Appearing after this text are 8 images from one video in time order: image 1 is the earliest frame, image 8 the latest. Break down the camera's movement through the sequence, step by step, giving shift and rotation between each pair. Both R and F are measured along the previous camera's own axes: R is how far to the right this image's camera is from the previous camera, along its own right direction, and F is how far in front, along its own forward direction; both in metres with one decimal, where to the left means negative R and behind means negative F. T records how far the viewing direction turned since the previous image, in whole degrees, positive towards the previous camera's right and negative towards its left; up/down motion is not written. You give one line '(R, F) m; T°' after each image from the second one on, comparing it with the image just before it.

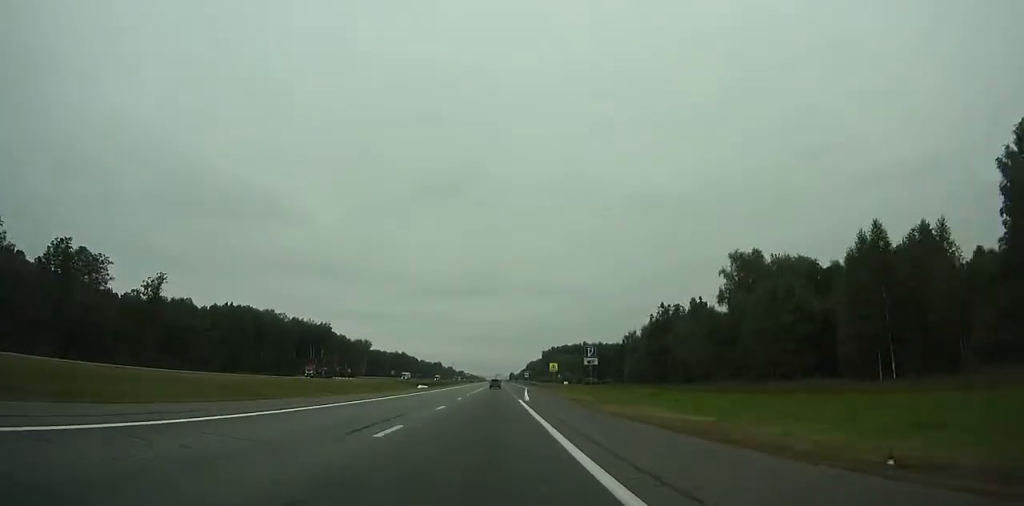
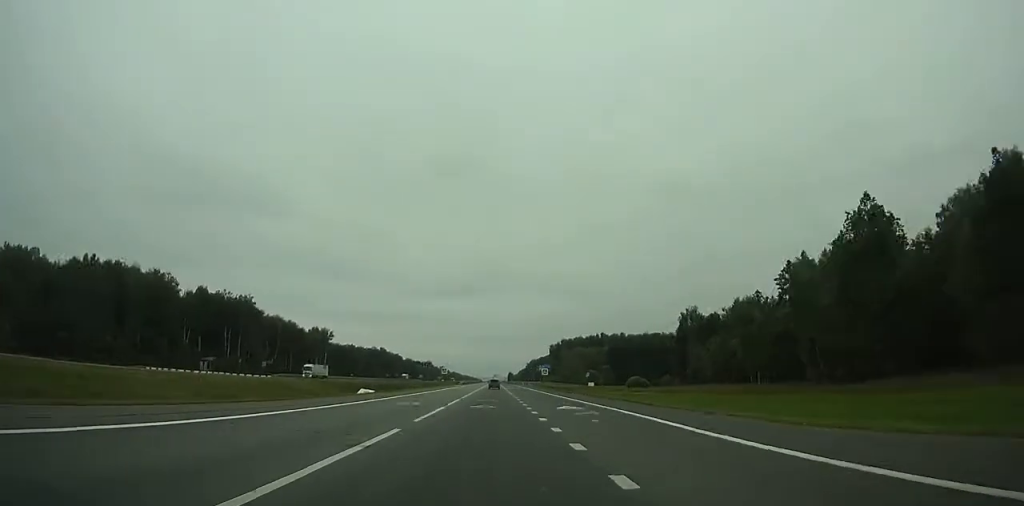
(0.0, +87.2) m; 0°
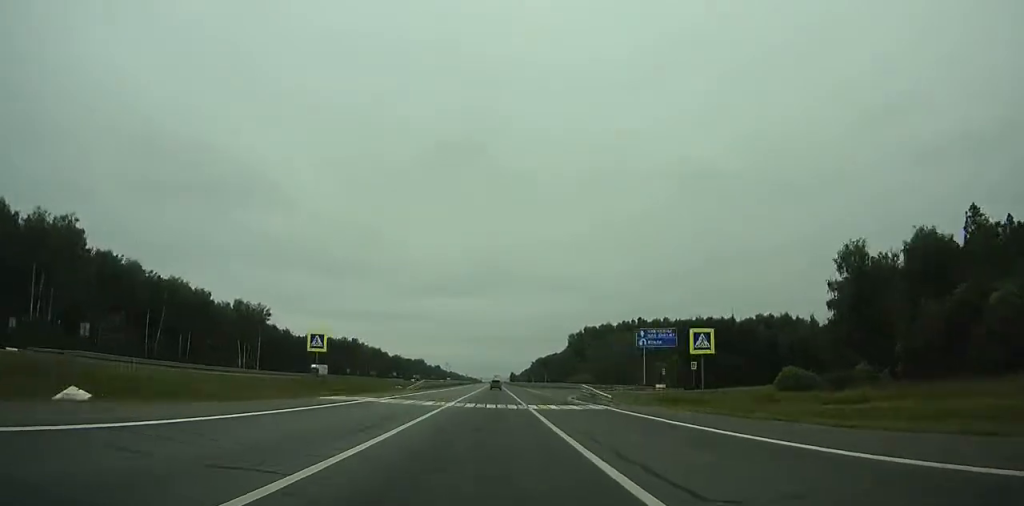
(-0.1, +90.2) m; 0°
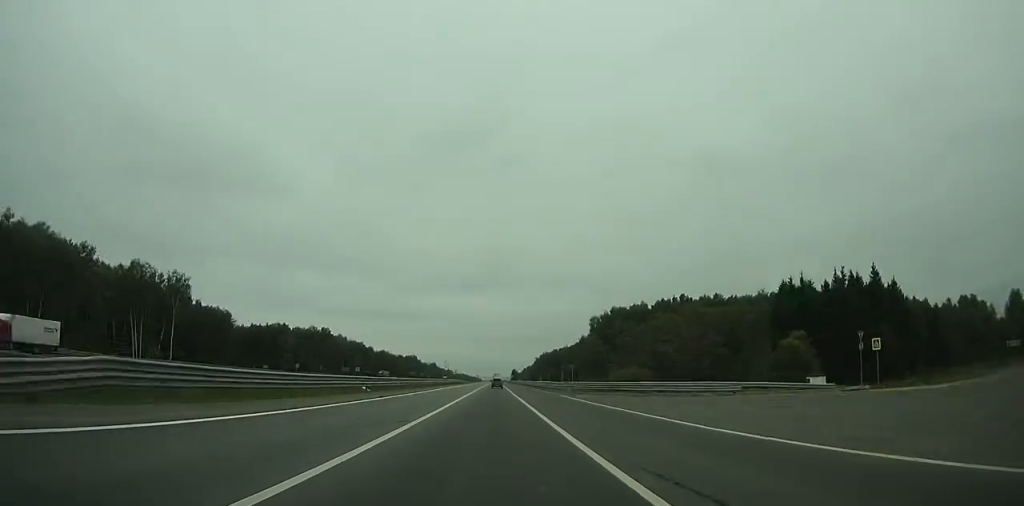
(-0.1, +61.4) m; 0°
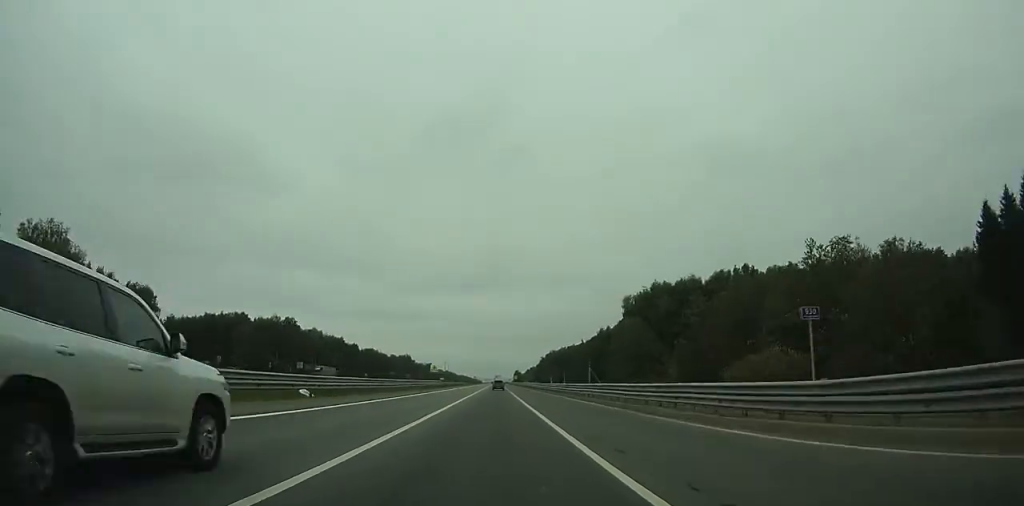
(+0.1, +54.0) m; 0°
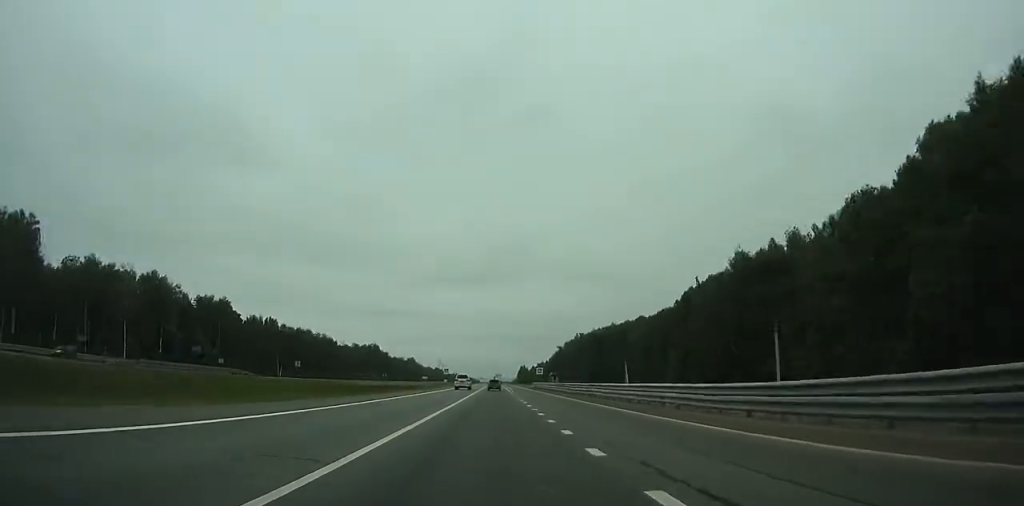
(+0.1, +149.0) m; 0°
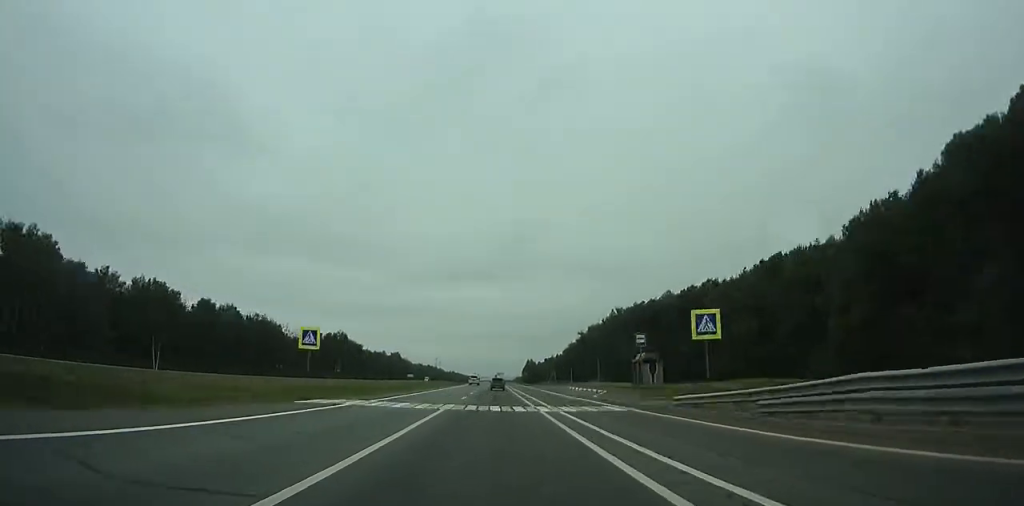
(-0.1, +90.0) m; 0°
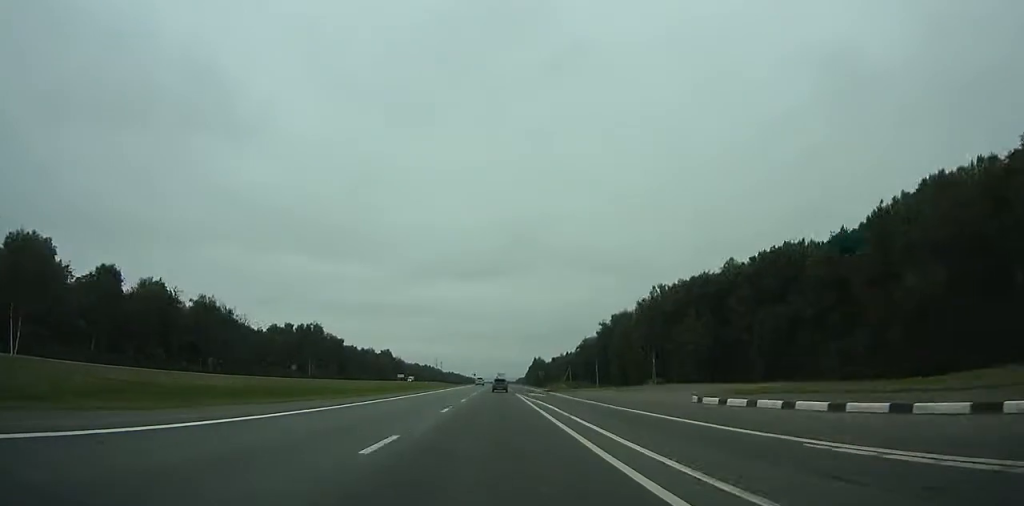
(0.0, +51.0) m; 0°
